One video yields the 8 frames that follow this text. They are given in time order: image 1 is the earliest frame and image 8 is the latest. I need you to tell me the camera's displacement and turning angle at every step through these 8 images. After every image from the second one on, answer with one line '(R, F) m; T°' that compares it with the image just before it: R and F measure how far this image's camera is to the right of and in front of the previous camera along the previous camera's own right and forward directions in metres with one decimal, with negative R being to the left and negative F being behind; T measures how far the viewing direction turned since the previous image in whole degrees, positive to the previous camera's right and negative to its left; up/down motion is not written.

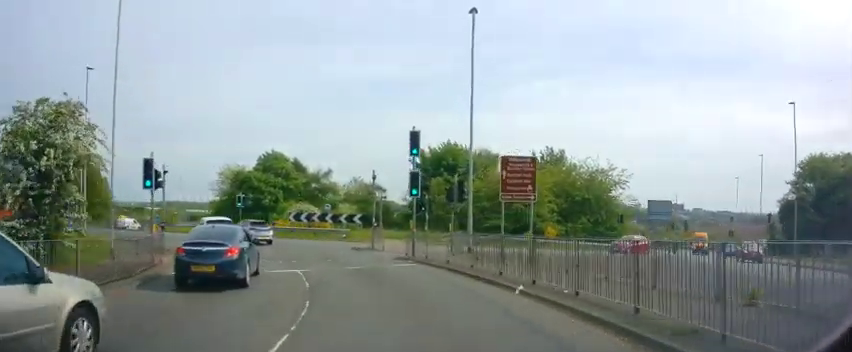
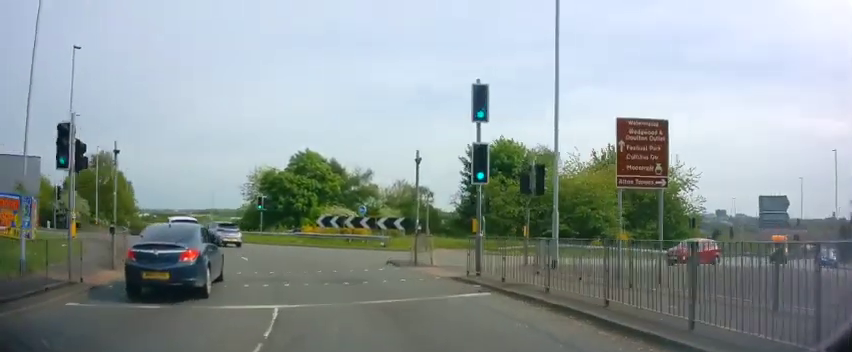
(-0.1, +6.8) m; -6°
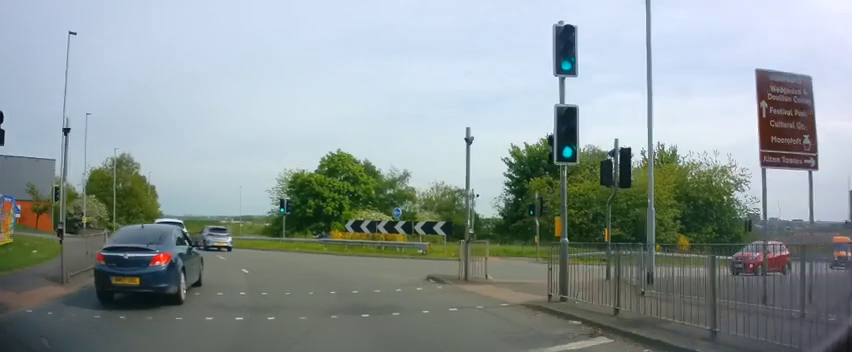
(-0.1, +4.1) m; -4°
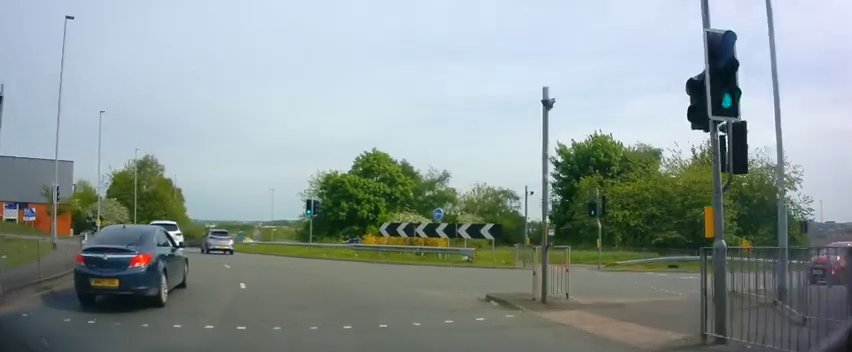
(-0.3, +3.6) m; -4°
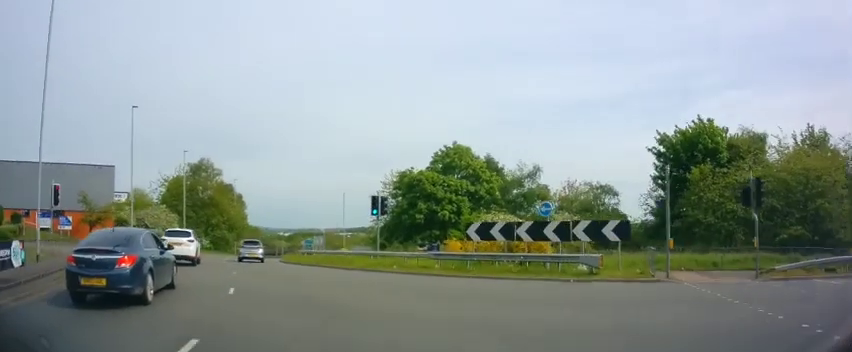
(-0.4, +6.6) m; -9°
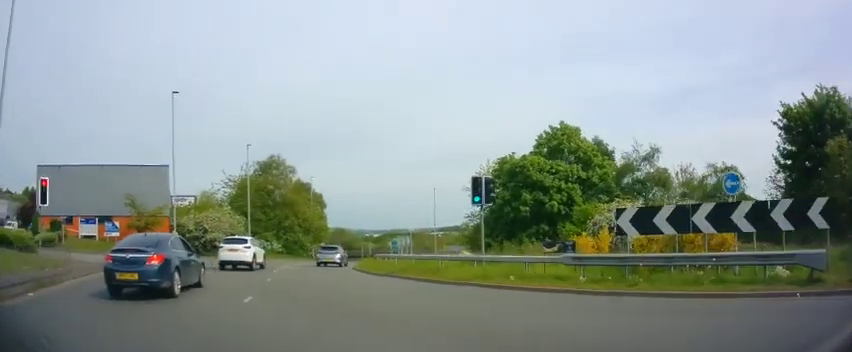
(-0.5, +7.1) m; -11°
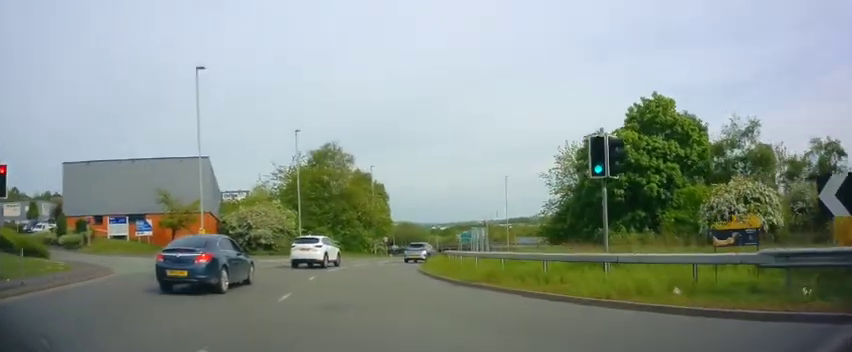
(-0.5, +5.9) m; -9°
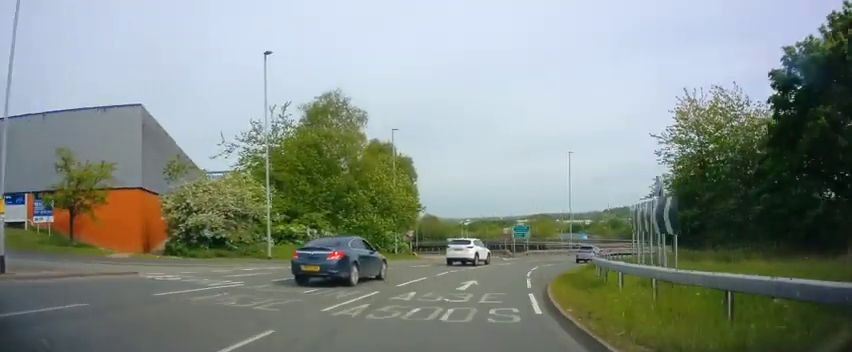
(-1.2, +19.1) m; -1°
